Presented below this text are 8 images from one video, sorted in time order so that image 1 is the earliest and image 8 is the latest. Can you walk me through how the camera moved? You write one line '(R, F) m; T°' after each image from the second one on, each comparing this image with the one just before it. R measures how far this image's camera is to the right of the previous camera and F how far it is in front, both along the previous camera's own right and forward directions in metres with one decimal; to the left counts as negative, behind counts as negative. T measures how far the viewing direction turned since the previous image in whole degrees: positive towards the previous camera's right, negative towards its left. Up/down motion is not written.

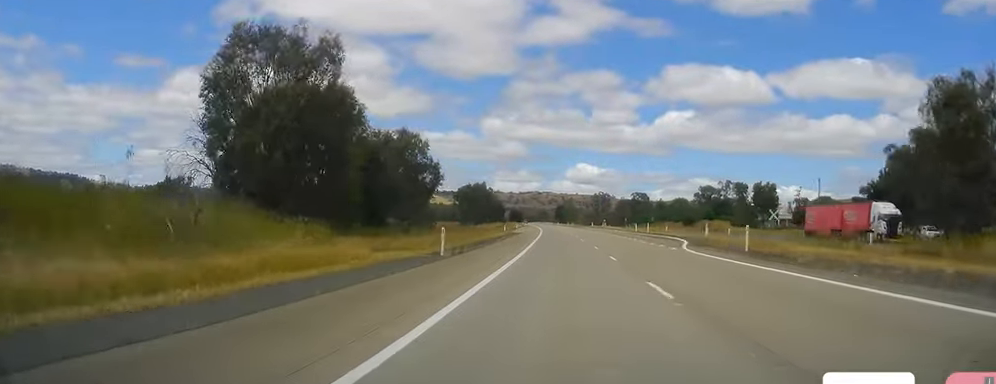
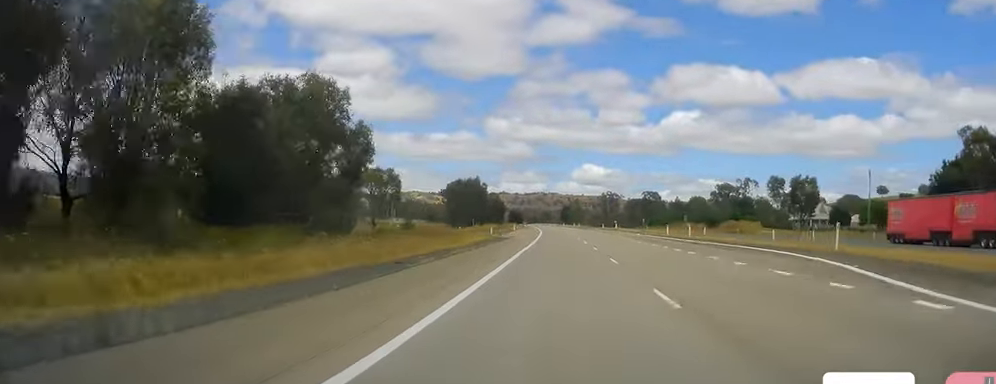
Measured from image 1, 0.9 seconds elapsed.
(+0.6, +25.2) m; +1°
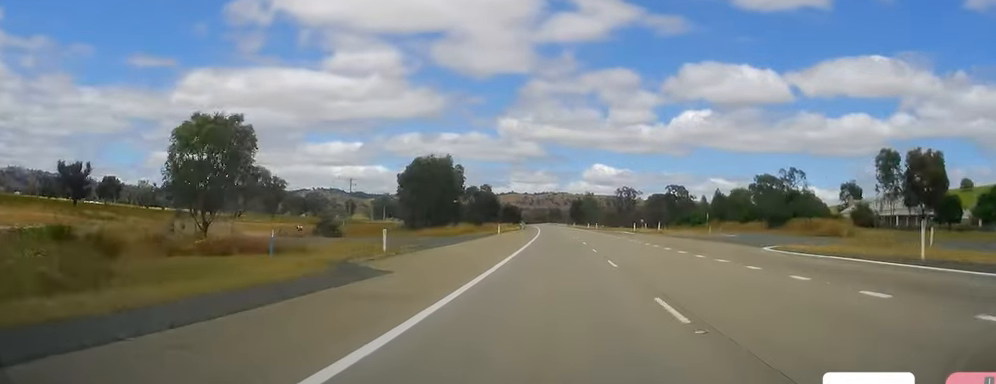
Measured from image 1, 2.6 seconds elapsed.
(-0.8, +49.6) m; -2°
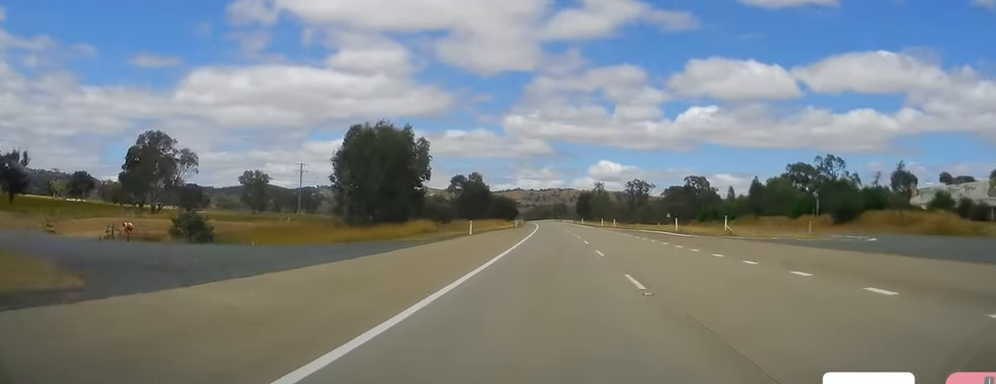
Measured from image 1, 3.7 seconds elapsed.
(0.0, +32.1) m; 0°
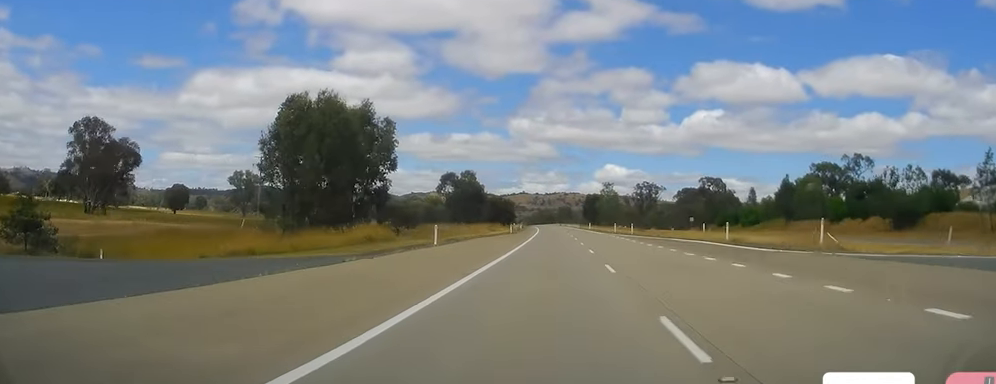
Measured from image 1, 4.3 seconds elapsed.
(0.0, +18.4) m; 0°
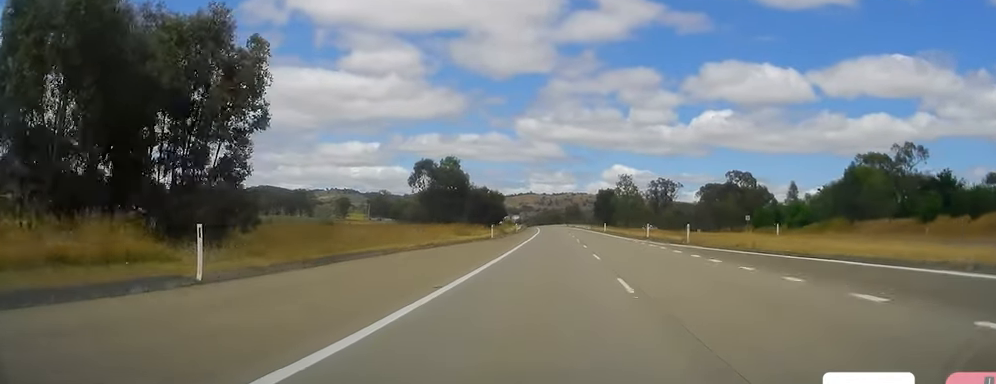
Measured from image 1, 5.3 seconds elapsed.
(-0.3, +29.0) m; -1°
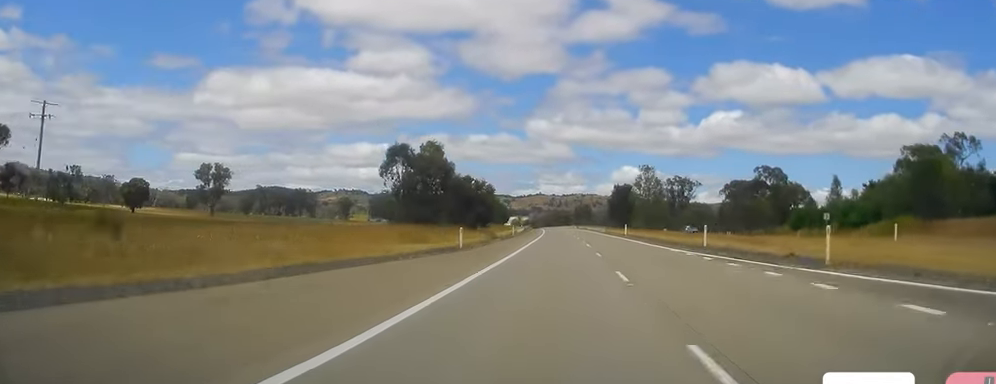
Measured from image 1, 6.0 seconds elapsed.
(-0.1, +21.2) m; -1°
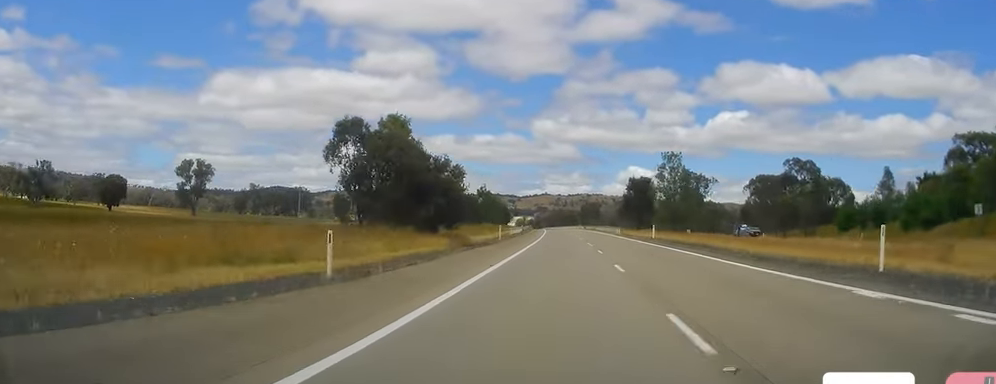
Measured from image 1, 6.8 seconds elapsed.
(-0.1, +21.4) m; -1°
